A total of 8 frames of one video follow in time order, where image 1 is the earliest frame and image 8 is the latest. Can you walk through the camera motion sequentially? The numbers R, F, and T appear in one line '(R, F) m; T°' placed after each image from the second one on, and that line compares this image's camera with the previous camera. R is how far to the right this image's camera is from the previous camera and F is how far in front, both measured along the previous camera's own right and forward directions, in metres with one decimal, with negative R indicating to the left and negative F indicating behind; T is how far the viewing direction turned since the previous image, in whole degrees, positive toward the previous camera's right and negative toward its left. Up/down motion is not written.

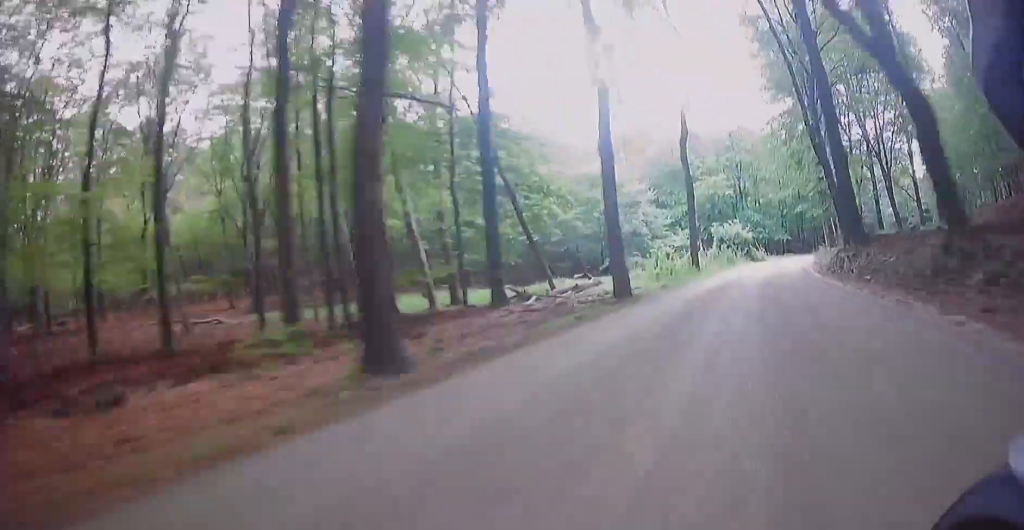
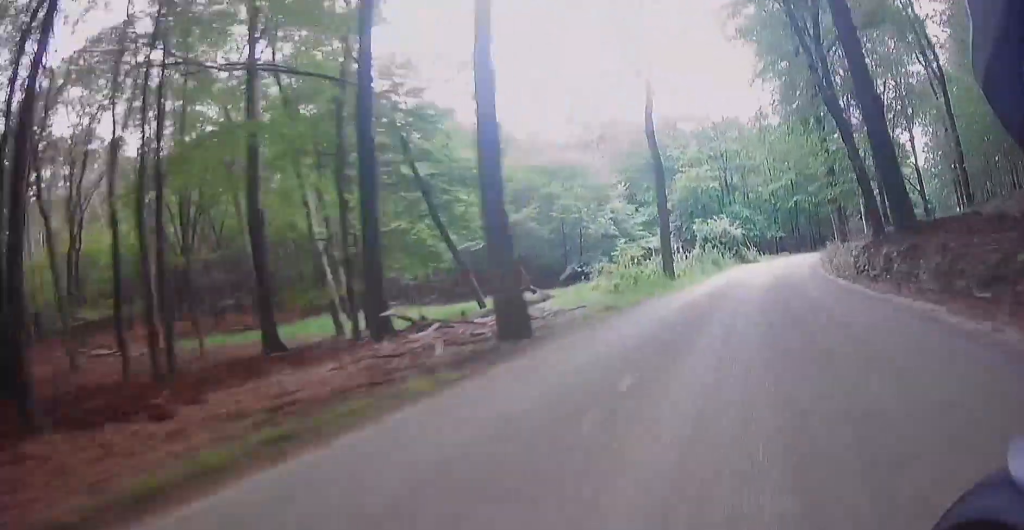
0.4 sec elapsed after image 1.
(+1.2, +7.0) m; -1°
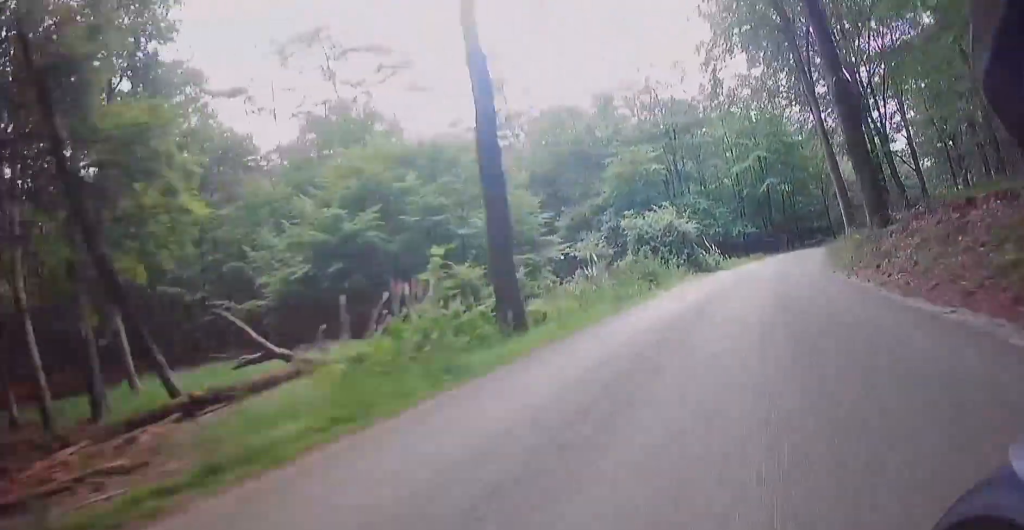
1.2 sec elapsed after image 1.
(-4.2, +15.0) m; -15°
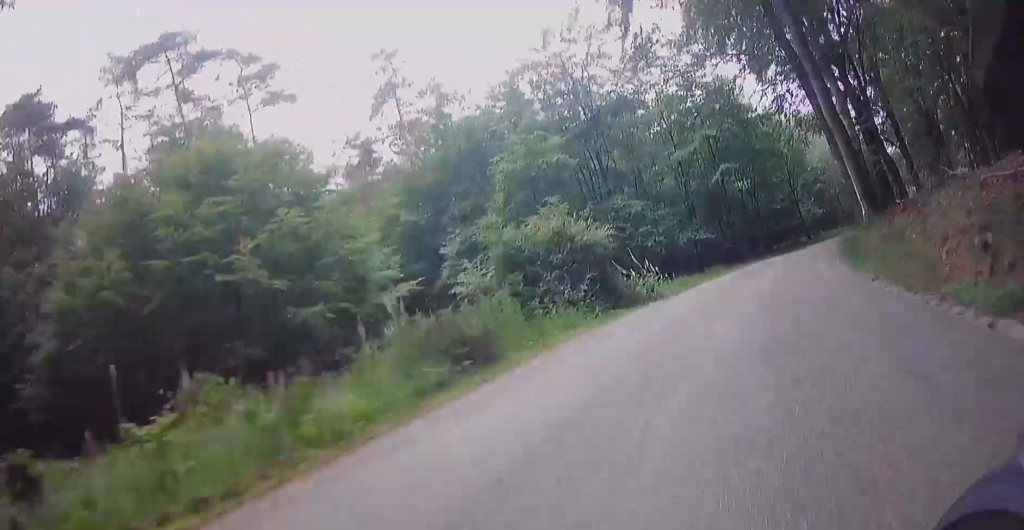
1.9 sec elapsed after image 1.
(-0.4, +13.3) m; +9°
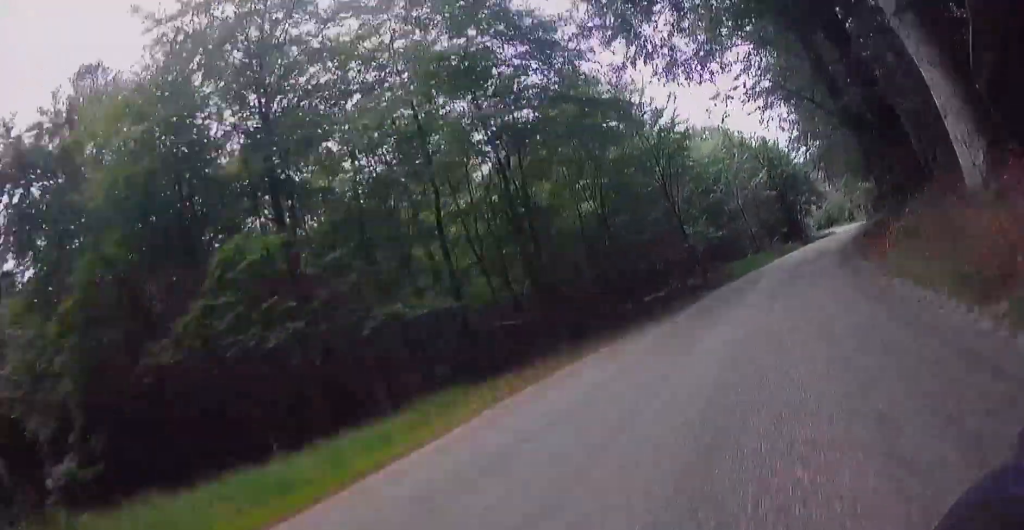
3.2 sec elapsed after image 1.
(+4.6, +18.6) m; +21°
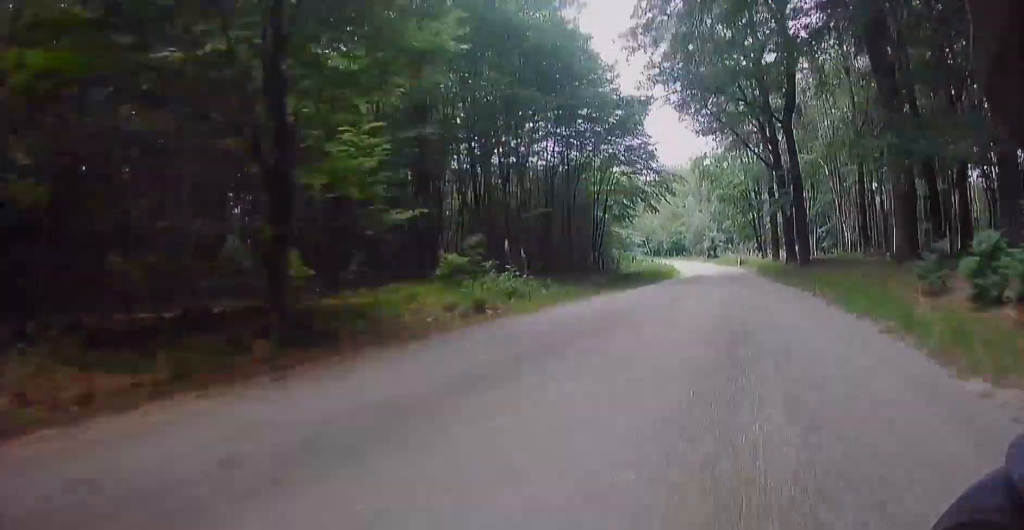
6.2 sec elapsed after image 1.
(+4.9, +46.8) m; +11°
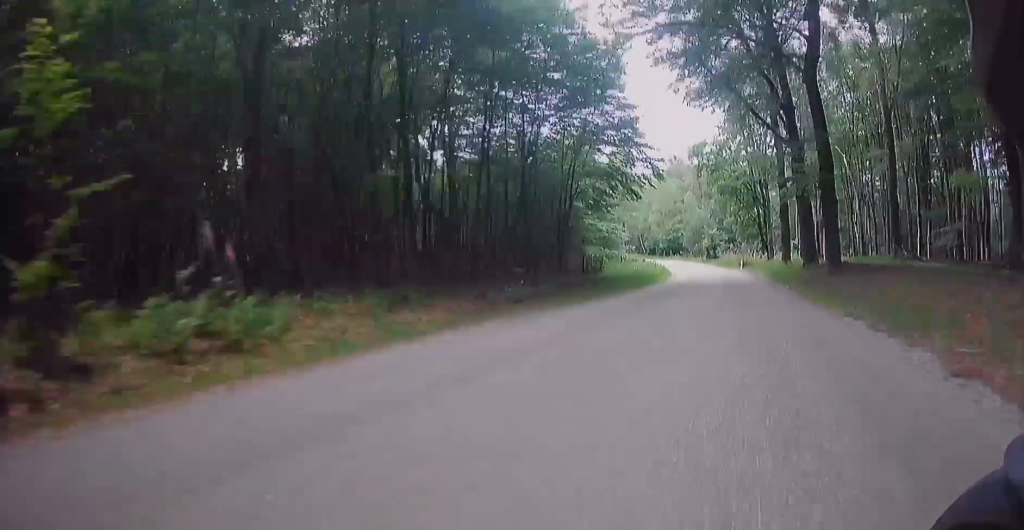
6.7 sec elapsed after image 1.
(-0.2, +8.1) m; -1°
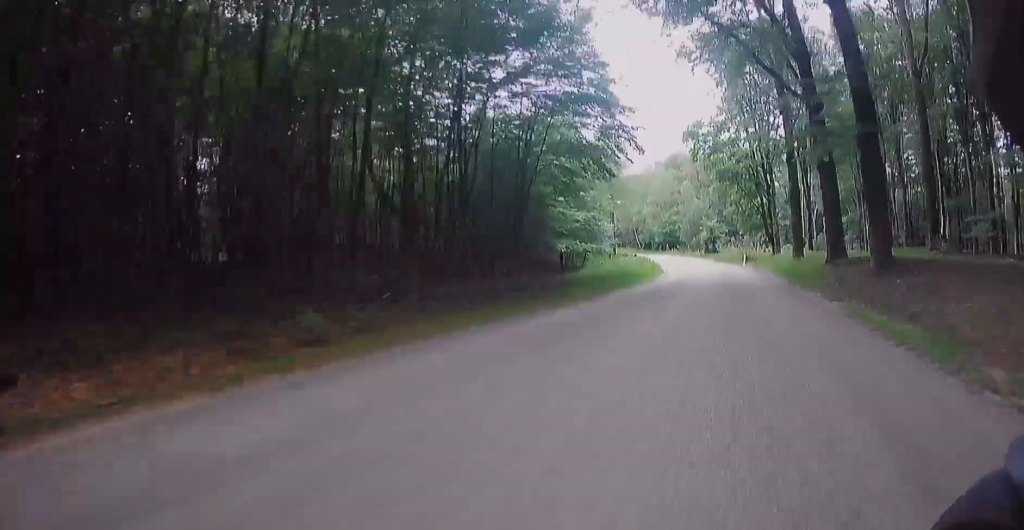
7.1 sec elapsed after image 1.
(-0.1, +6.3) m; -1°
